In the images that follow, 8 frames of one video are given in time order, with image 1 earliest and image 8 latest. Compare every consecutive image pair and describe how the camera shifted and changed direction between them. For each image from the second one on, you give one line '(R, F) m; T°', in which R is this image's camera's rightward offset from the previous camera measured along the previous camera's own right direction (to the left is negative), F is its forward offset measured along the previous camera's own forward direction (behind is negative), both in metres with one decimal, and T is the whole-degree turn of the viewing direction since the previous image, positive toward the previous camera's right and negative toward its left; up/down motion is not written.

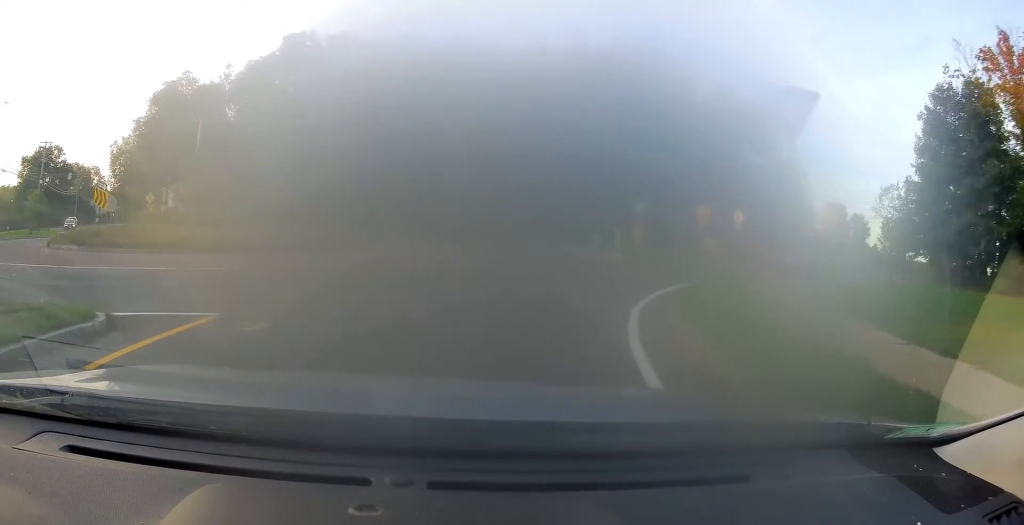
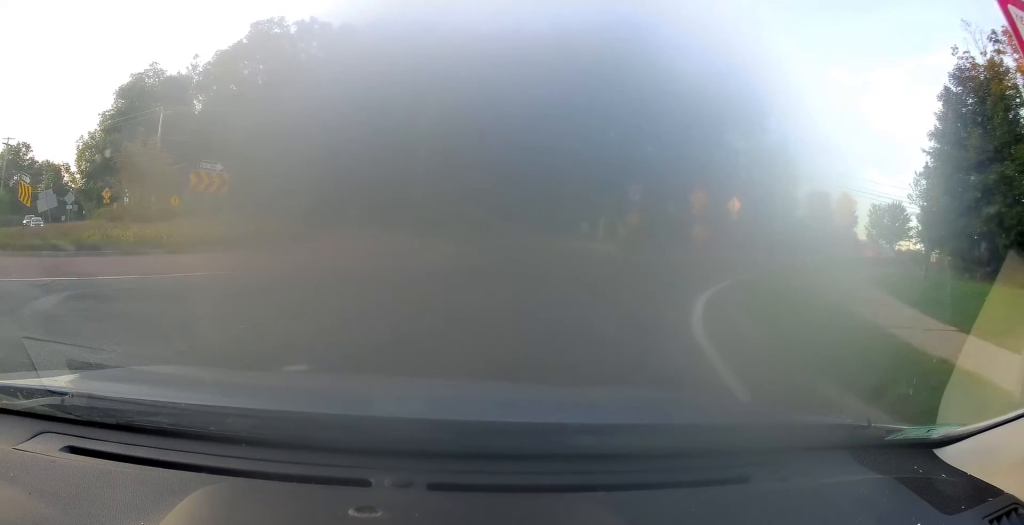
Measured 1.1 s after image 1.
(-0.1, +2.0) m; 0°
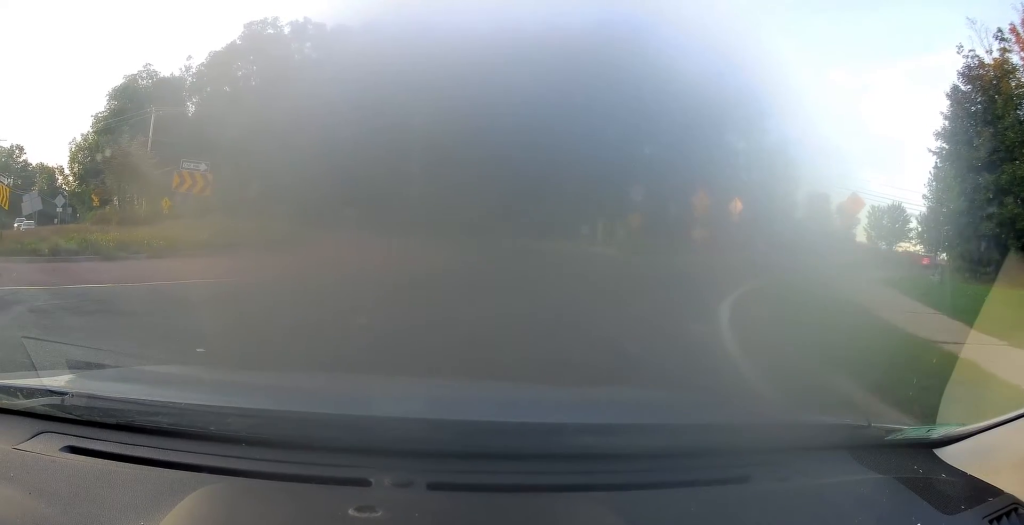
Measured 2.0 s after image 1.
(-0.1, +0.4) m; 0°
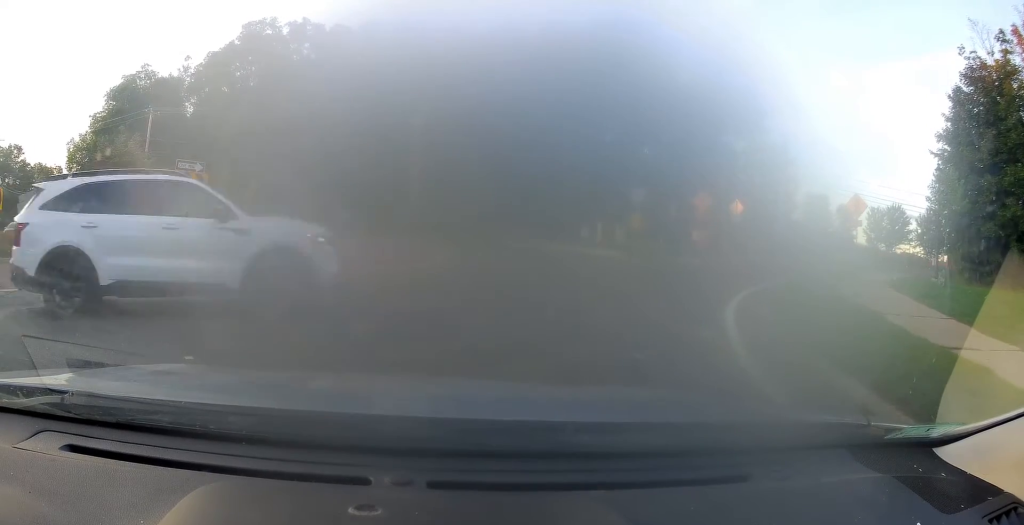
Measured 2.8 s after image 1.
(0.0, +0.1) m; 0°
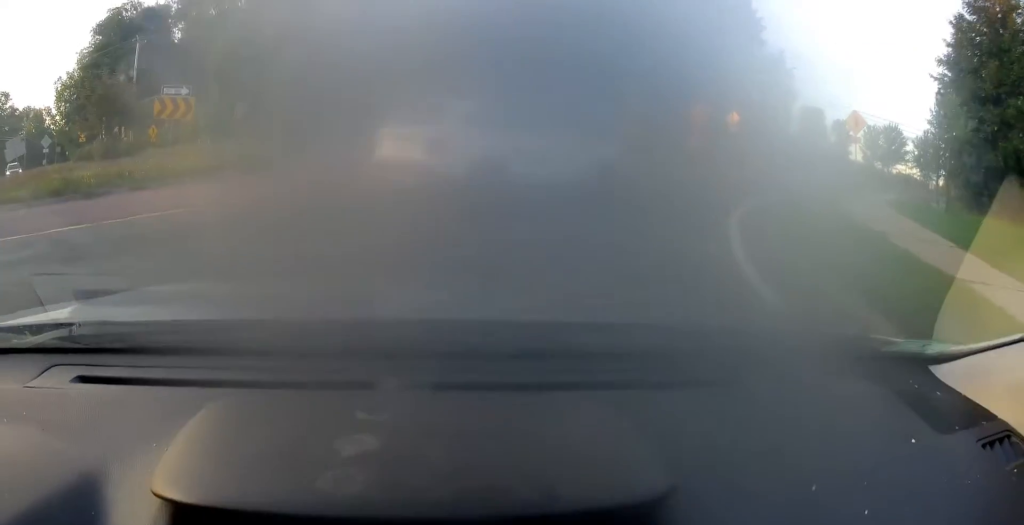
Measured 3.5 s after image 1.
(-0.1, +0.3) m; -3°
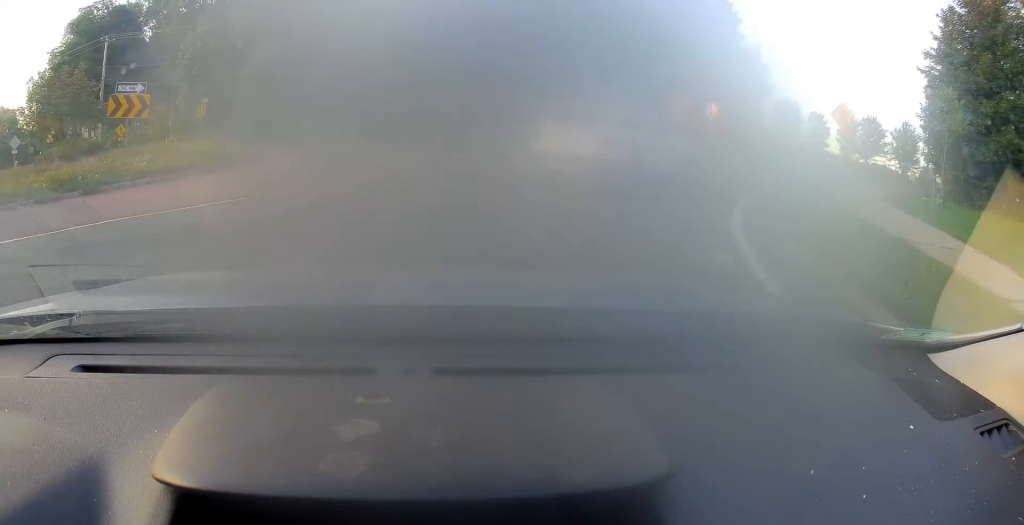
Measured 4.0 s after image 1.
(0.0, +0.4) m; -4°
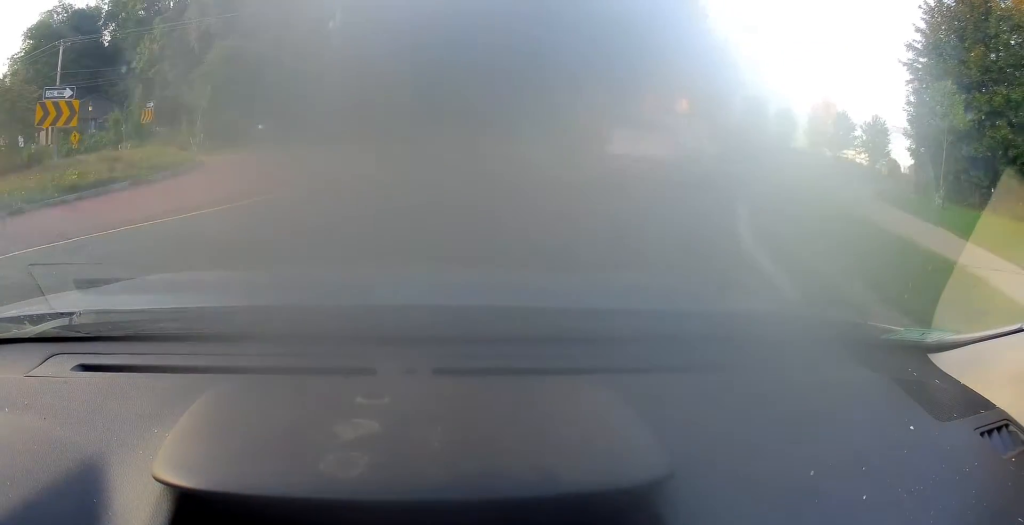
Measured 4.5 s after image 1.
(0.0, +1.1) m; +1°
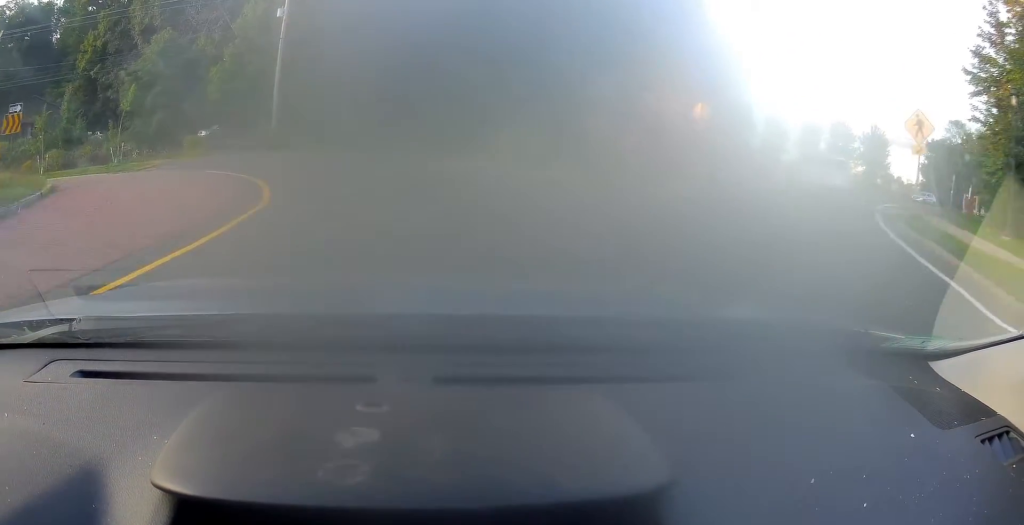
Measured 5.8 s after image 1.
(+0.2, +6.1) m; -10°
